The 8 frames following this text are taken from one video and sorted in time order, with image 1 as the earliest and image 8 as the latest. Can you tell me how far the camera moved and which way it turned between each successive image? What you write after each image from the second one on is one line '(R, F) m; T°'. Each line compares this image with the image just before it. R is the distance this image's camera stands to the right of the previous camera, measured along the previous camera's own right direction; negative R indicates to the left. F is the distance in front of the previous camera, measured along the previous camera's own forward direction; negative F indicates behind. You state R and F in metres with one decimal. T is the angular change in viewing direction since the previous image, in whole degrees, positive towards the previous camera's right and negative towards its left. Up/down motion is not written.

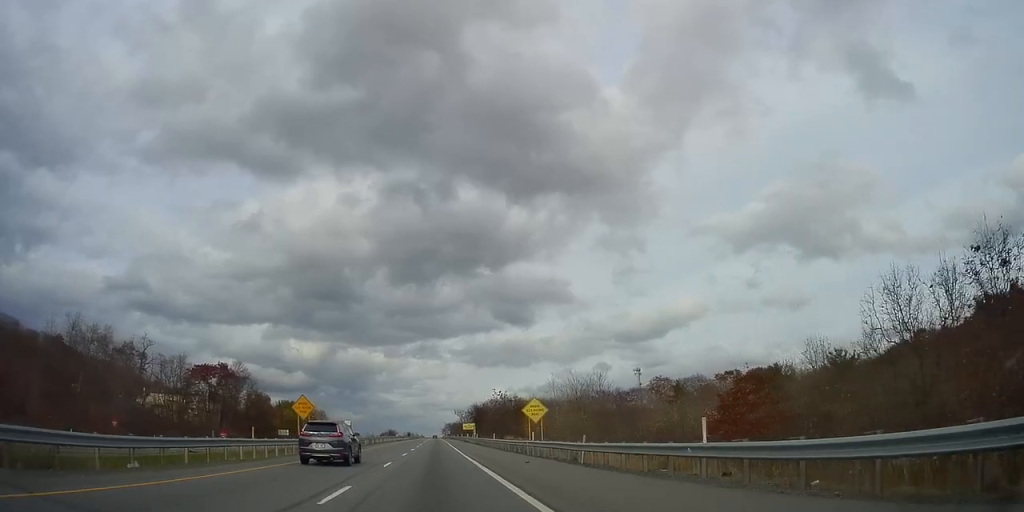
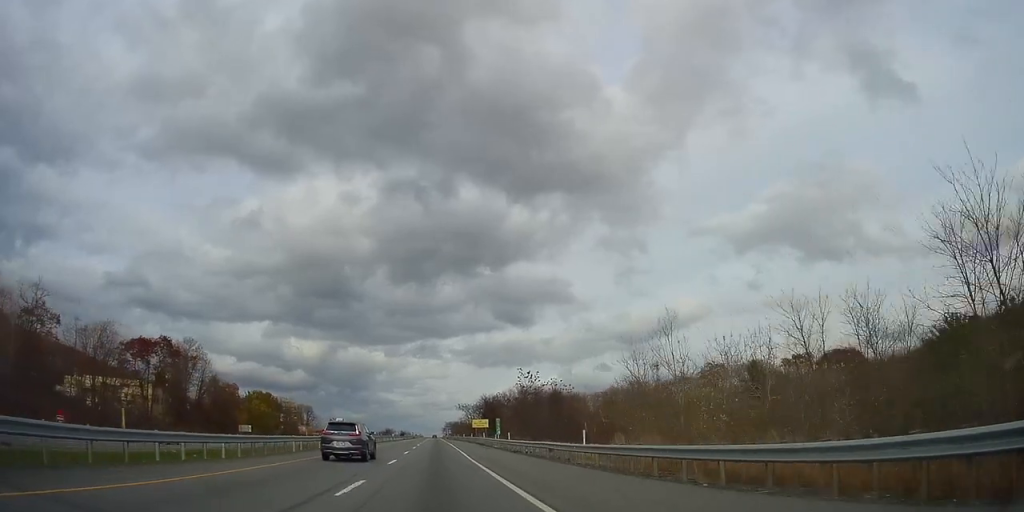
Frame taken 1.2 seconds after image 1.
(-0.3, +35.6) m; -1°
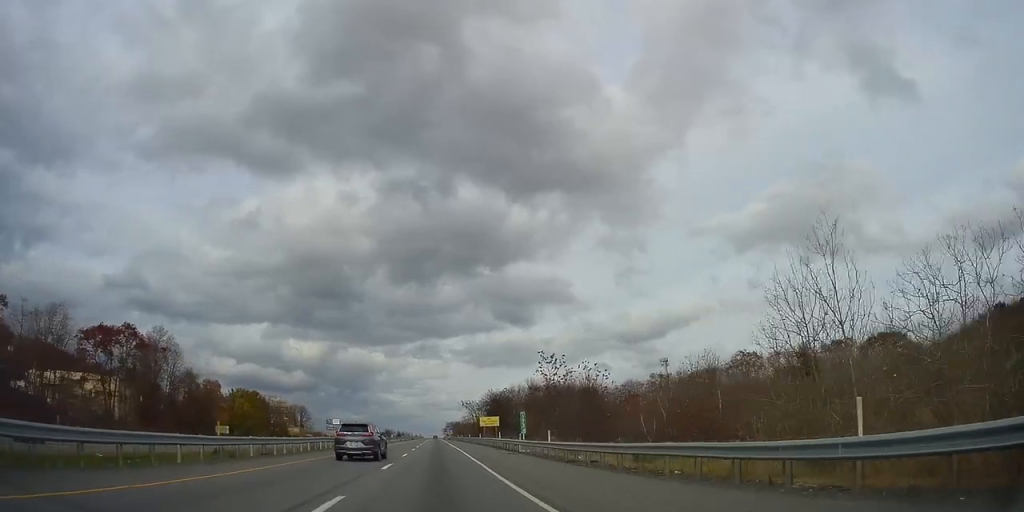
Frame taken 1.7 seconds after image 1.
(+0.1, +16.1) m; 0°
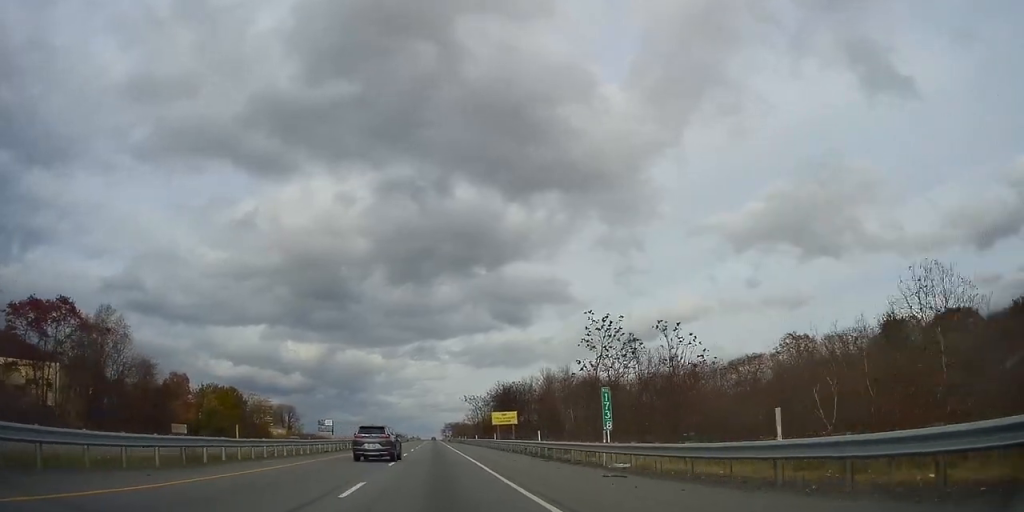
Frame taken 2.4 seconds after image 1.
(-0.2, +20.9) m; 0°
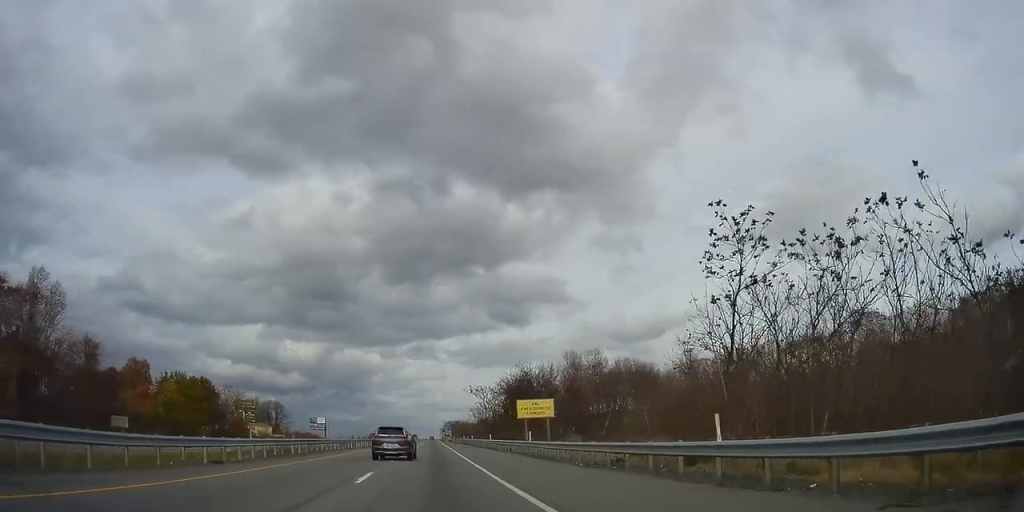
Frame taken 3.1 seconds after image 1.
(+0.1, +20.8) m; 0°
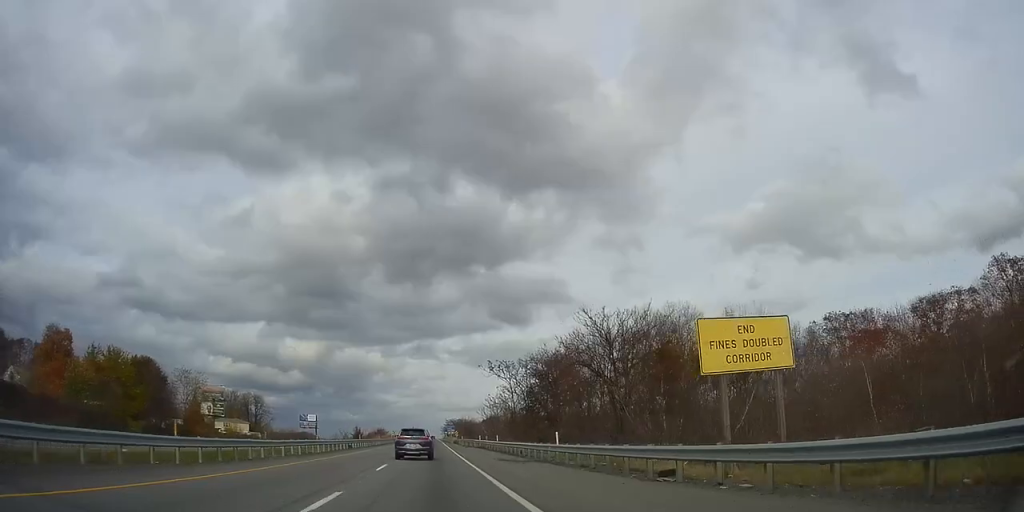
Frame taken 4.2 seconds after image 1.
(+0.2, +30.8) m; 0°
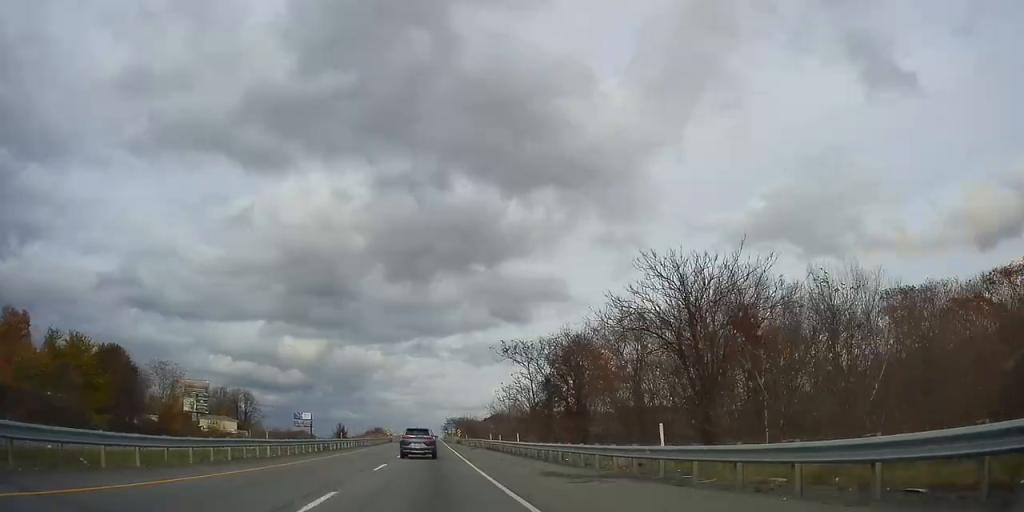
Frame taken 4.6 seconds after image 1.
(-0.3, +12.5) m; 0°
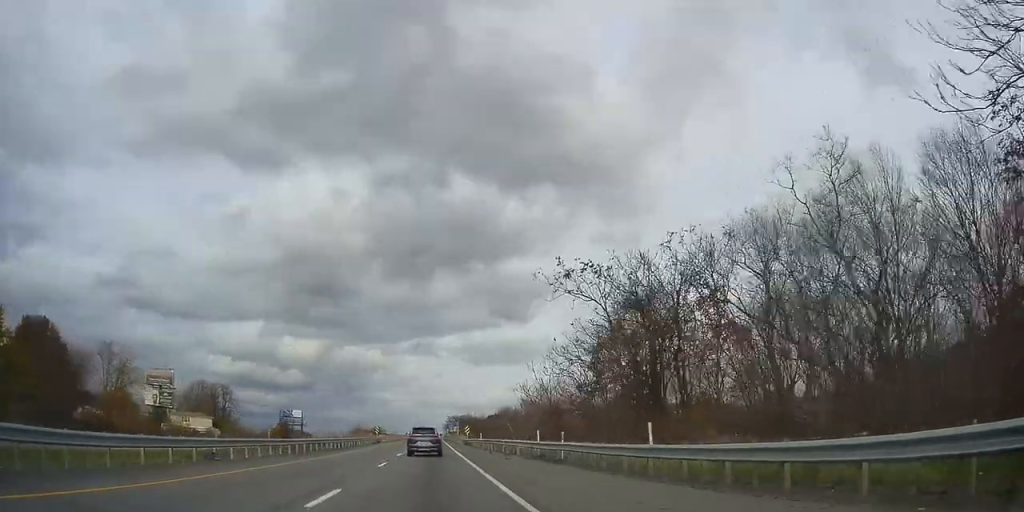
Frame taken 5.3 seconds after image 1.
(+0.2, +23.0) m; +1°
